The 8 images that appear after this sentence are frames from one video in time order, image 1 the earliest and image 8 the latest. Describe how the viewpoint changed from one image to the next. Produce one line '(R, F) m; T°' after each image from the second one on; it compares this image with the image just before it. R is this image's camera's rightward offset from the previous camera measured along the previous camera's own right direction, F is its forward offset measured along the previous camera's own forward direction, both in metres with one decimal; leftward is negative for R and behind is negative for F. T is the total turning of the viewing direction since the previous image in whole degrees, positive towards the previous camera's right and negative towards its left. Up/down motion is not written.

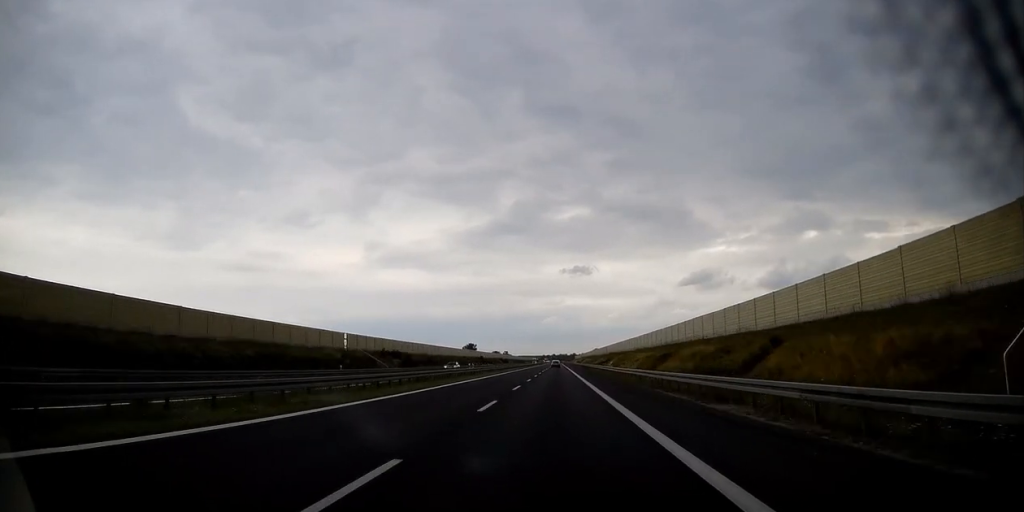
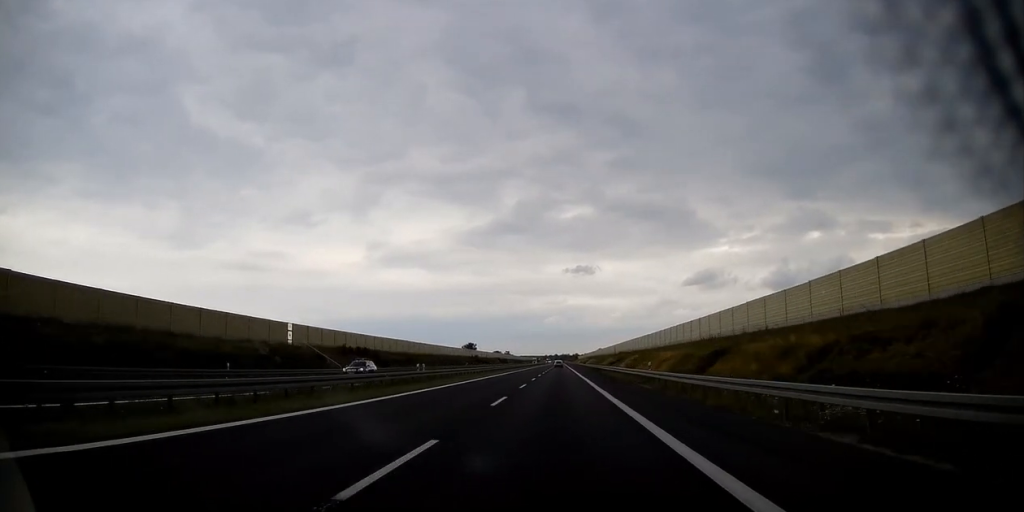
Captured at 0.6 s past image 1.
(+0.3, +22.1) m; 0°
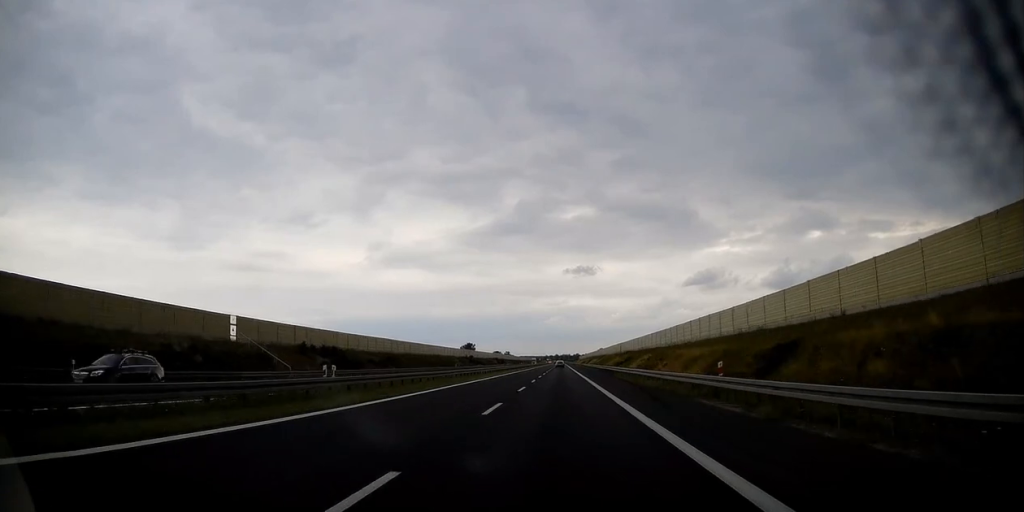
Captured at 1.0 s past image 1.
(-0.3, +14.7) m; 0°
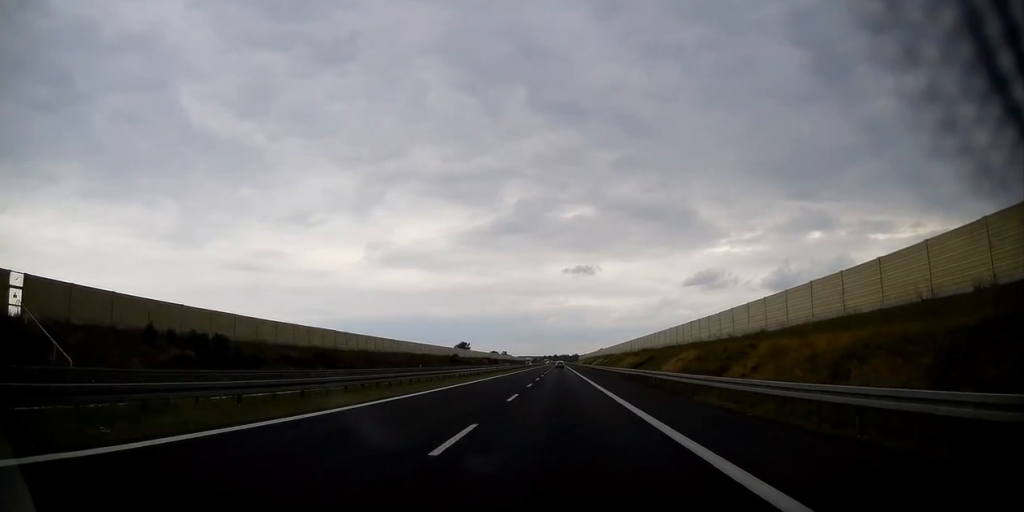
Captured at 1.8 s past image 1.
(-0.2, +30.6) m; 0°
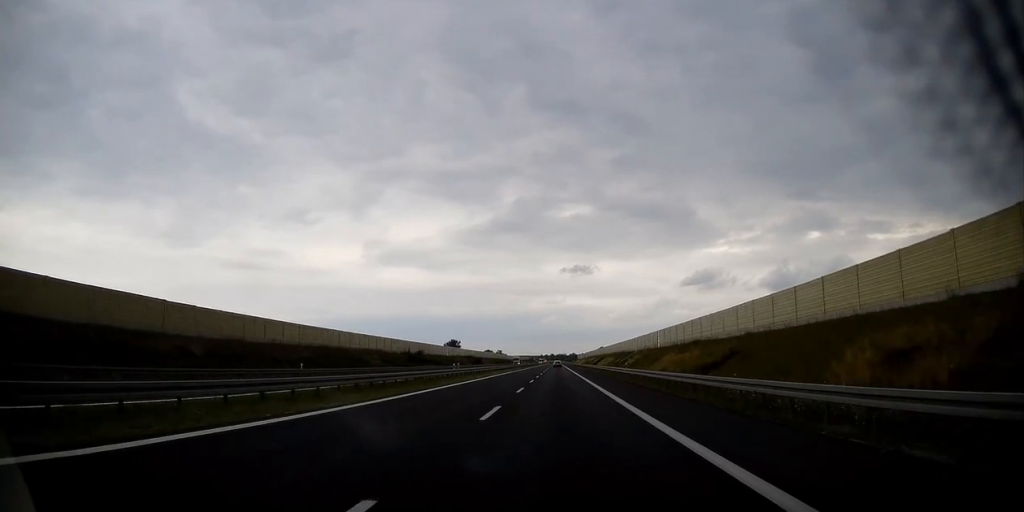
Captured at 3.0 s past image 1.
(+0.4, +42.7) m; 0°
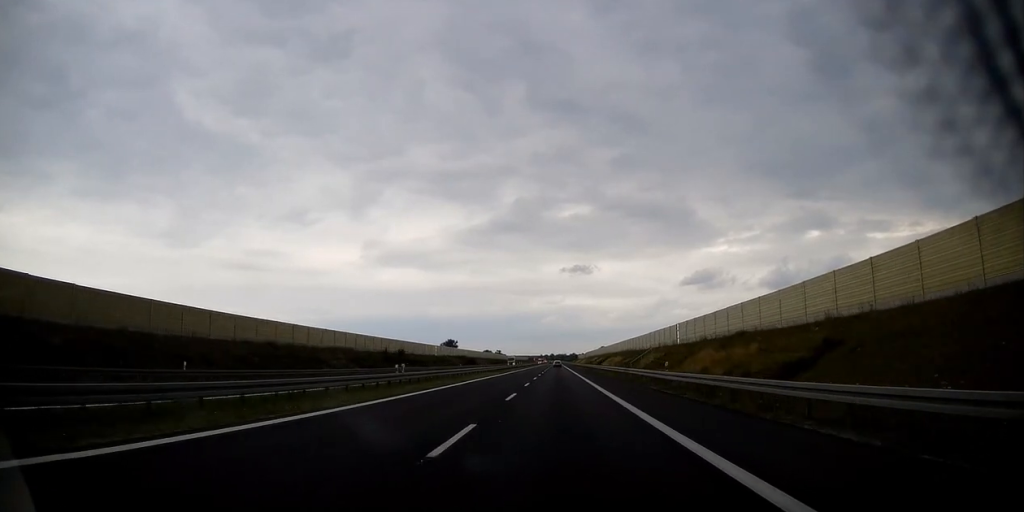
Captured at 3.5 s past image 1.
(-0.1, +17.1) m; 0°
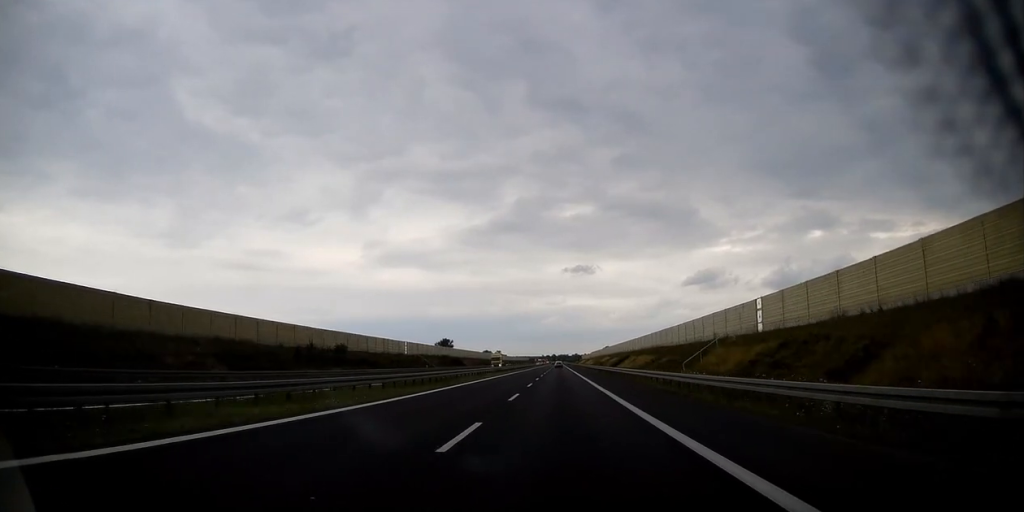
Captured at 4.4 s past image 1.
(0.0, +35.3) m; 0°
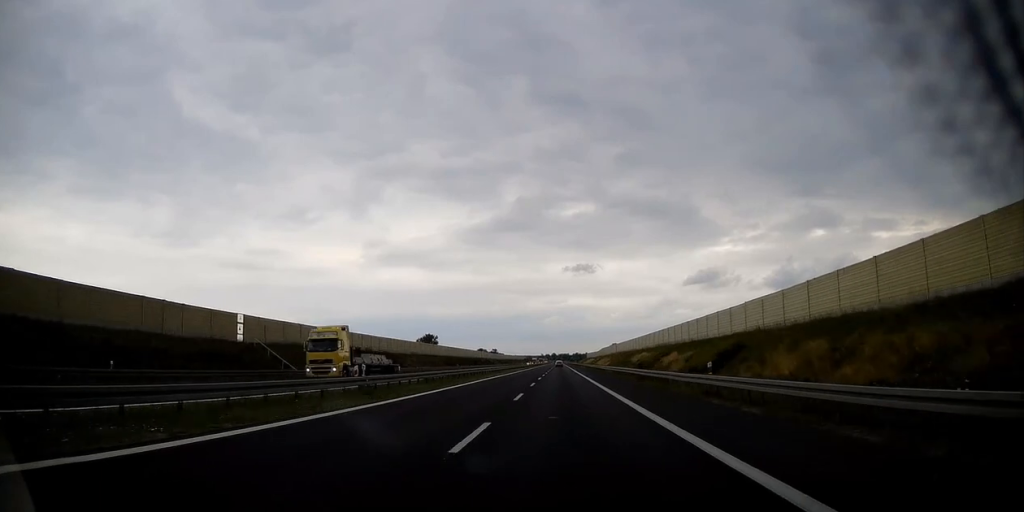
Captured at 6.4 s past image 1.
(+0.4, +71.7) m; 0°
